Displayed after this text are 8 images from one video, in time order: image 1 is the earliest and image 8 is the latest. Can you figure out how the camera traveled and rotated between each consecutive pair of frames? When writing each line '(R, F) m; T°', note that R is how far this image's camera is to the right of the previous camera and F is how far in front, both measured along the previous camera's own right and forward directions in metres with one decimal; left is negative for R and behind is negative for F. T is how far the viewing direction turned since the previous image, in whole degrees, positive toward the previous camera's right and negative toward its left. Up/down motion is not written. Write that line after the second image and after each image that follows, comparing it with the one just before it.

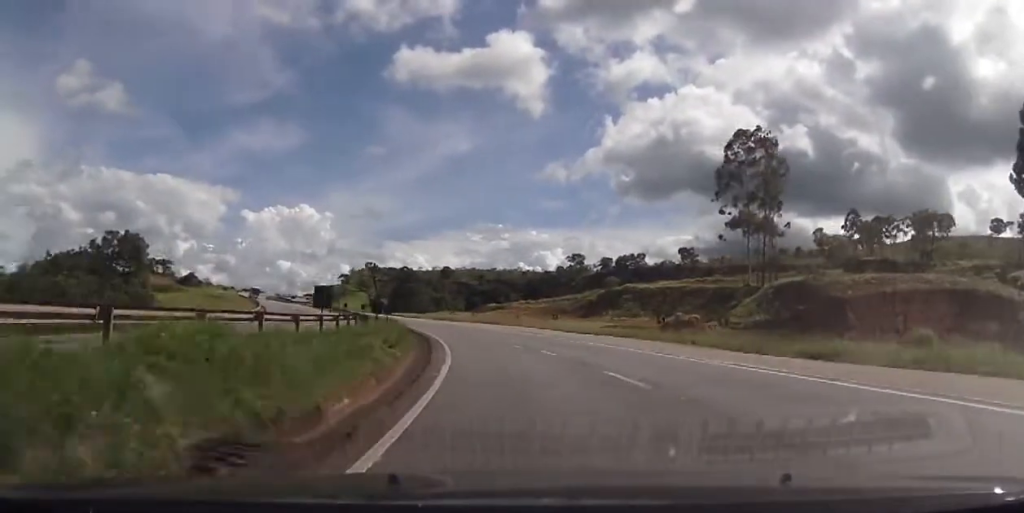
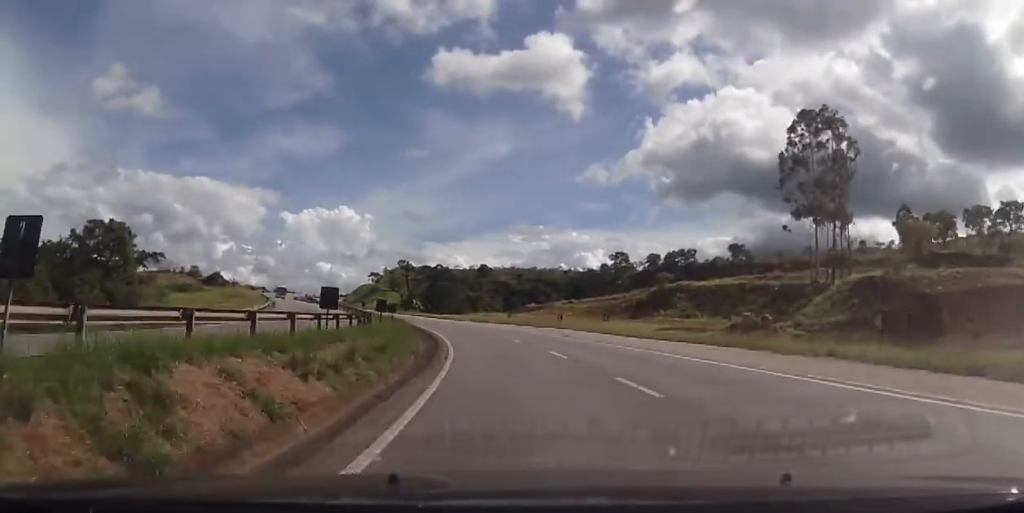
(+0.1, +12.5) m; -3°
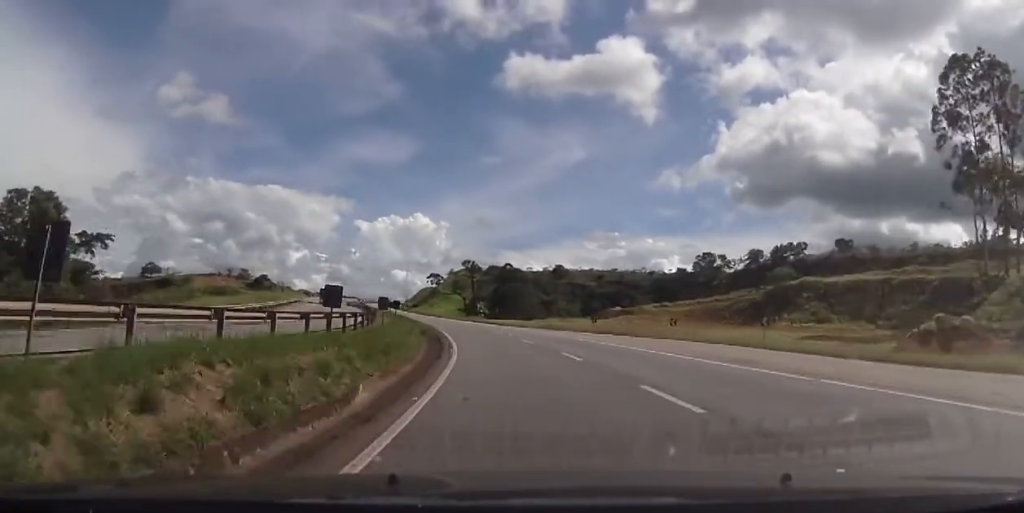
(-1.6, +27.3) m; -7°
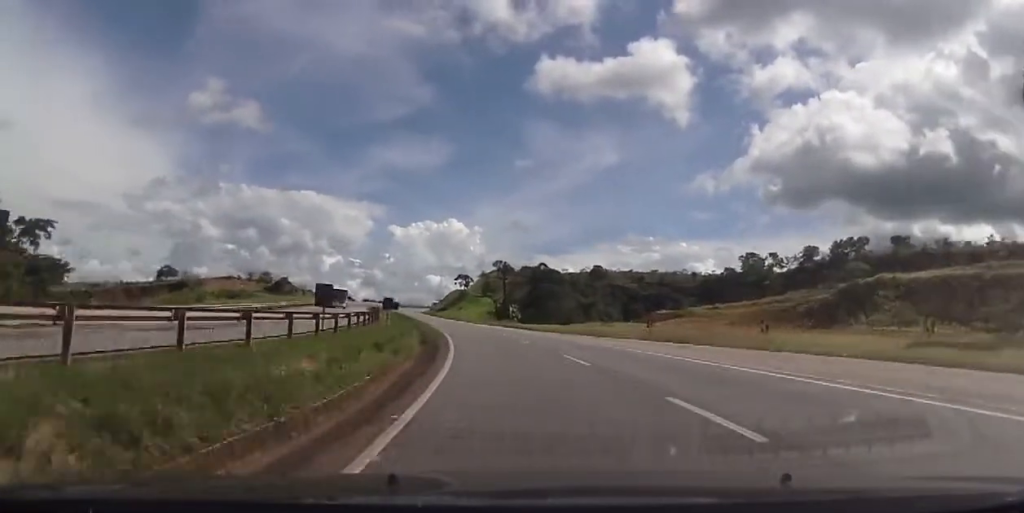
(-0.8, +14.1) m; -3°
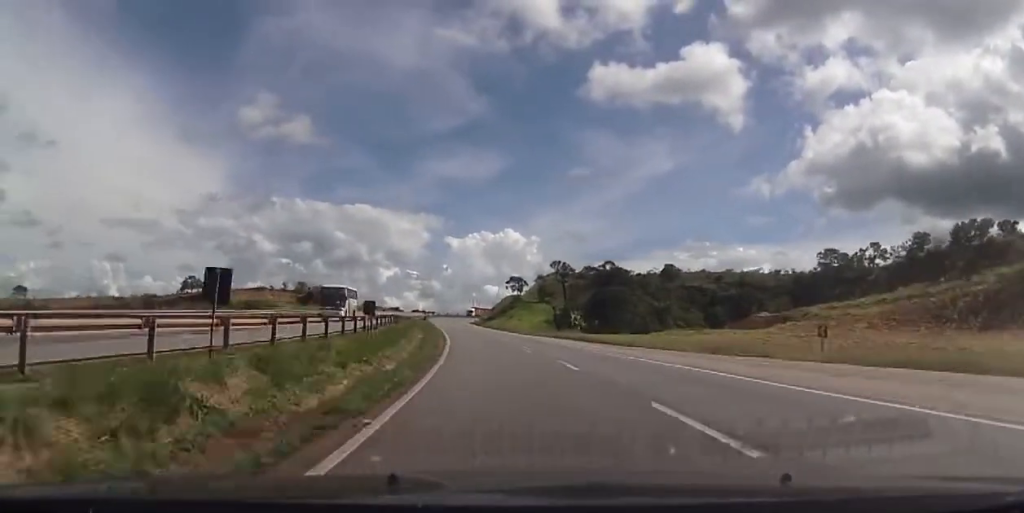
(-1.2, +25.5) m; -5°
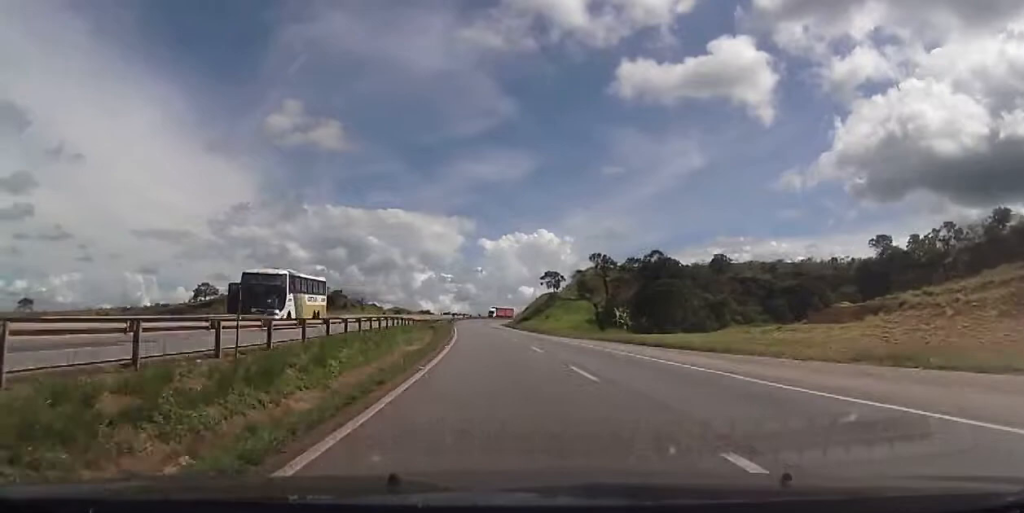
(-0.2, +16.7) m; -3°
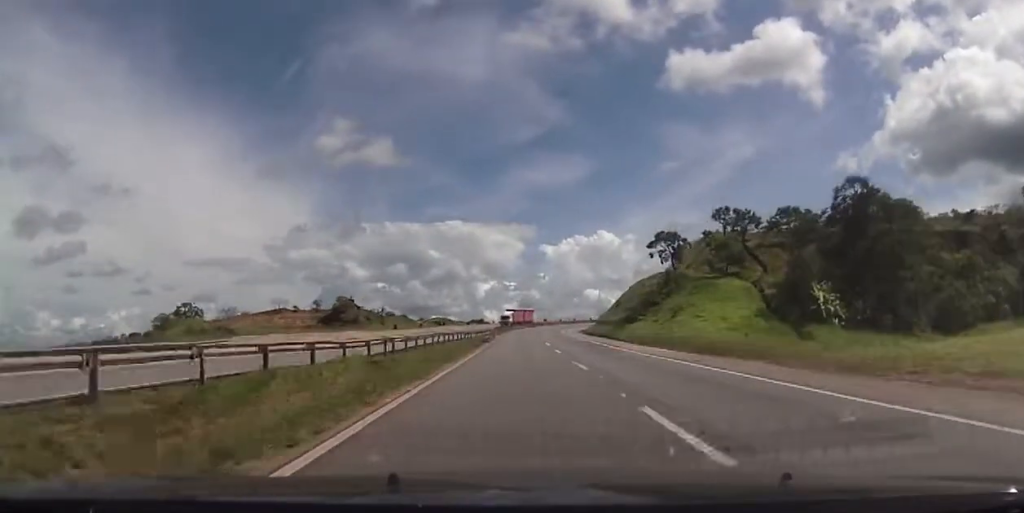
(-4.2, +58.7) m; -7°
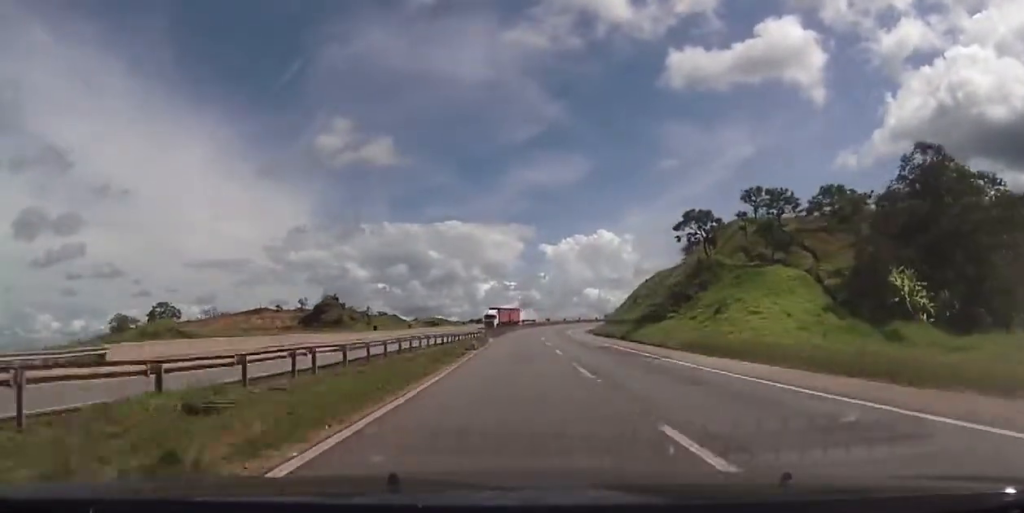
(-0.3, +13.9) m; -1°
